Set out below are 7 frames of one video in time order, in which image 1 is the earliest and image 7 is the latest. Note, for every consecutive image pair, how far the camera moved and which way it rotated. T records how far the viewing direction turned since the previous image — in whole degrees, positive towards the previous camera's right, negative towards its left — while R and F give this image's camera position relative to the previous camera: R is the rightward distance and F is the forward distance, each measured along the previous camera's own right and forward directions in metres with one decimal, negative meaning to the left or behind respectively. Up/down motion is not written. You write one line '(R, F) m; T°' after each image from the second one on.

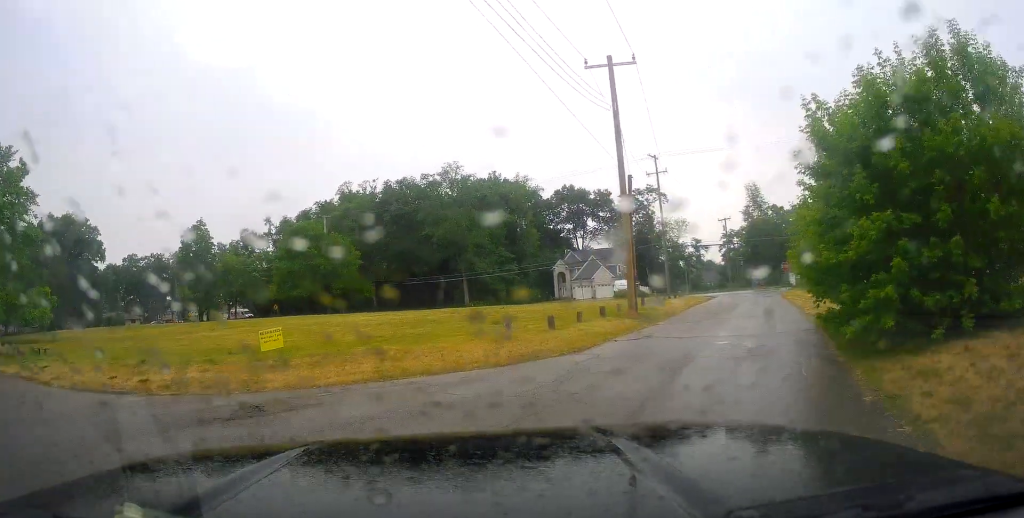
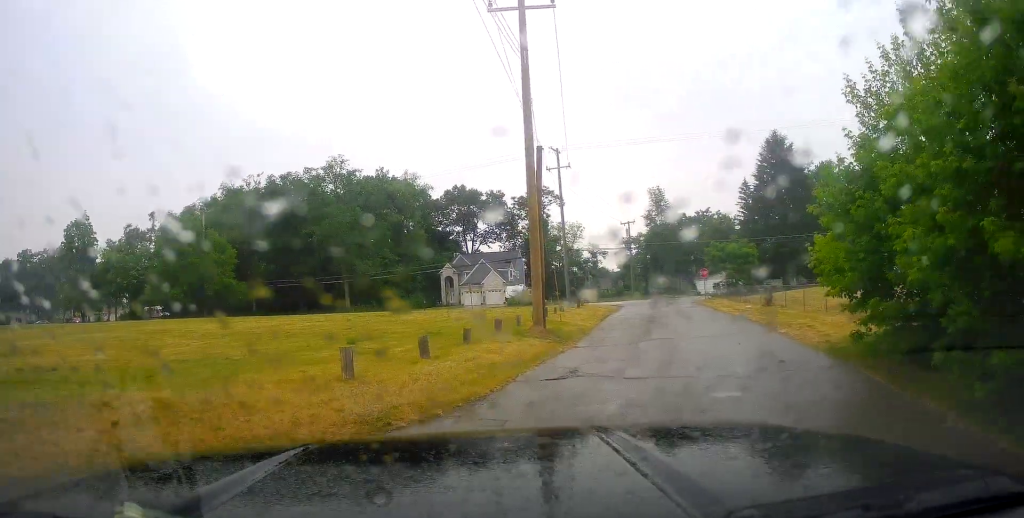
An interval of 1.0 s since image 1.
(+0.6, +6.8) m; +11°
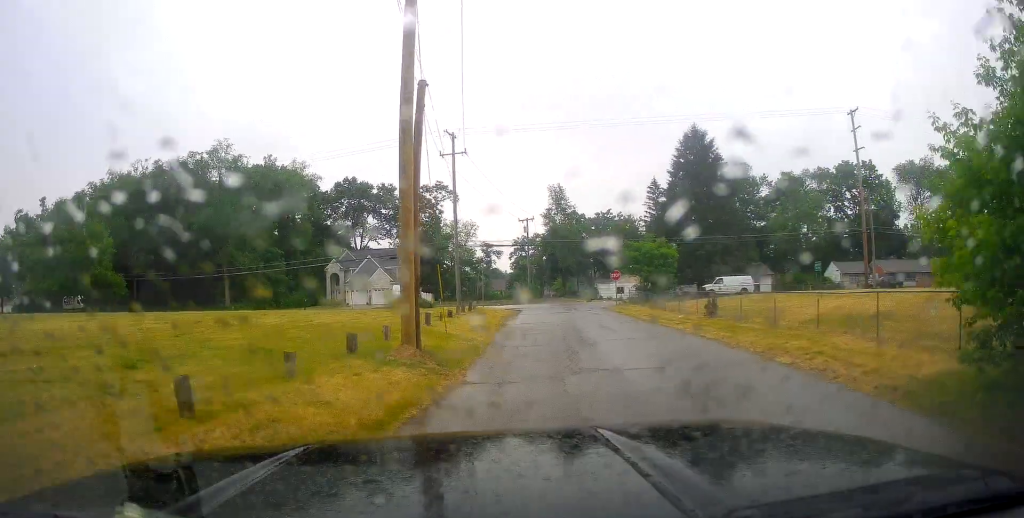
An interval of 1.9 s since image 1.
(+0.5, +6.2) m; +12°
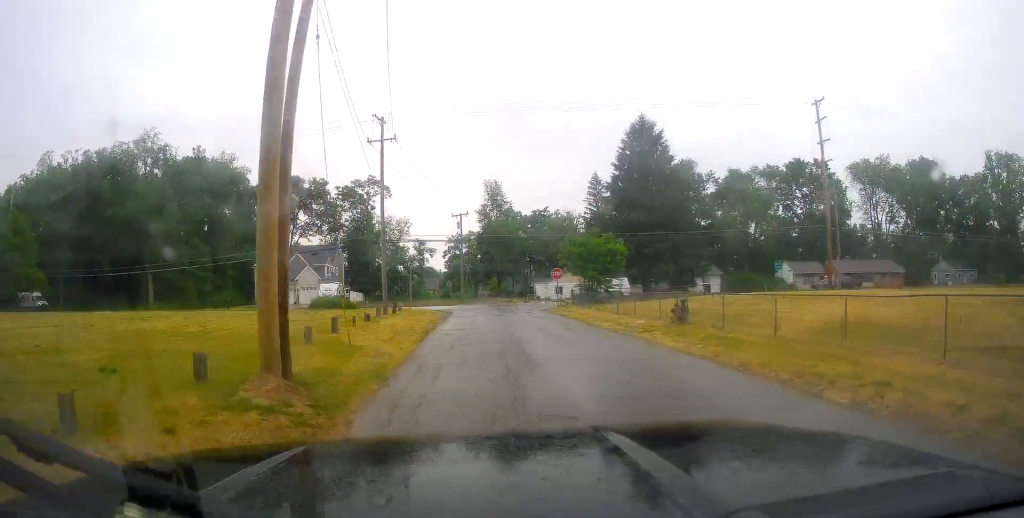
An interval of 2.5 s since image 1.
(+0.5, +4.2) m; +5°
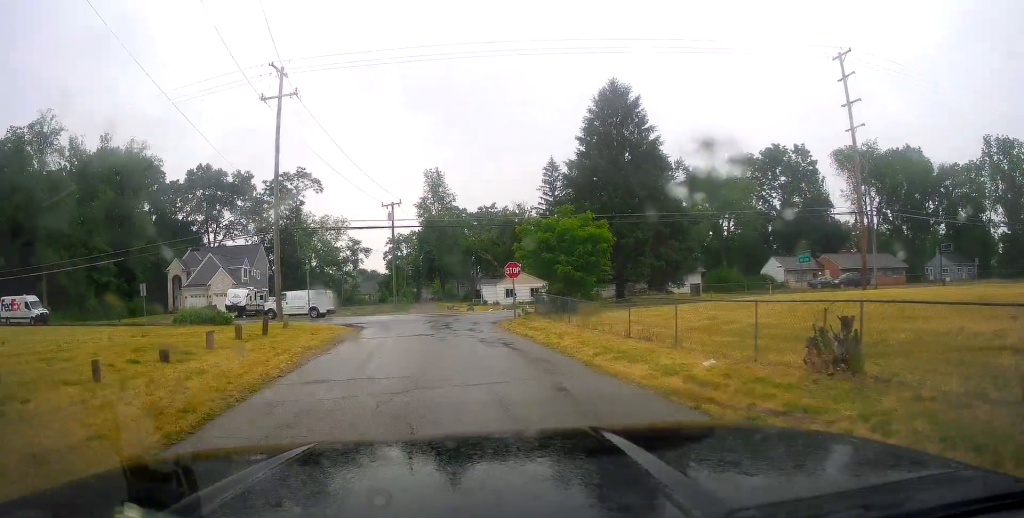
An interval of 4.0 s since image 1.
(+0.8, +12.8) m; +6°
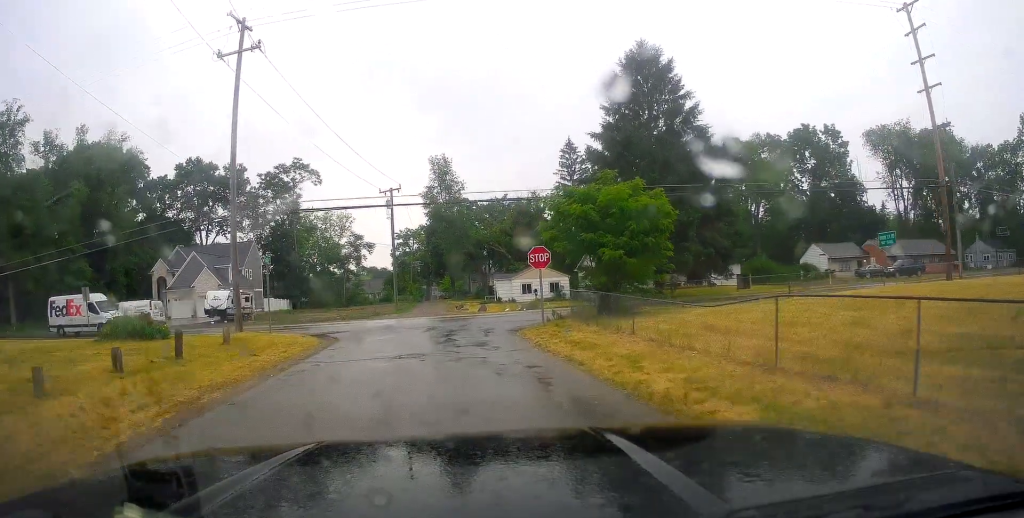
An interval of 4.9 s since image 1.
(+0.3, +8.3) m; +4°
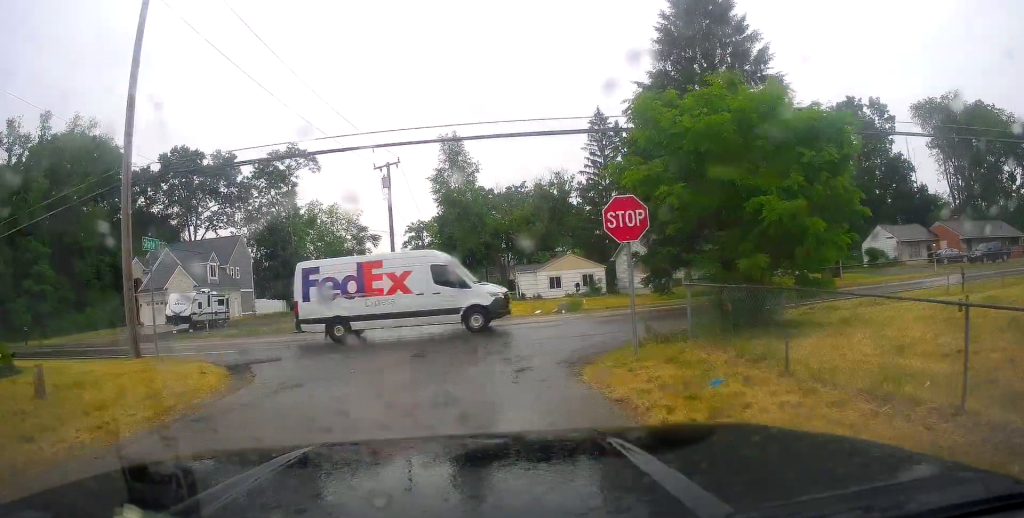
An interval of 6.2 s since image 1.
(0.0, +11.7) m; -4°
